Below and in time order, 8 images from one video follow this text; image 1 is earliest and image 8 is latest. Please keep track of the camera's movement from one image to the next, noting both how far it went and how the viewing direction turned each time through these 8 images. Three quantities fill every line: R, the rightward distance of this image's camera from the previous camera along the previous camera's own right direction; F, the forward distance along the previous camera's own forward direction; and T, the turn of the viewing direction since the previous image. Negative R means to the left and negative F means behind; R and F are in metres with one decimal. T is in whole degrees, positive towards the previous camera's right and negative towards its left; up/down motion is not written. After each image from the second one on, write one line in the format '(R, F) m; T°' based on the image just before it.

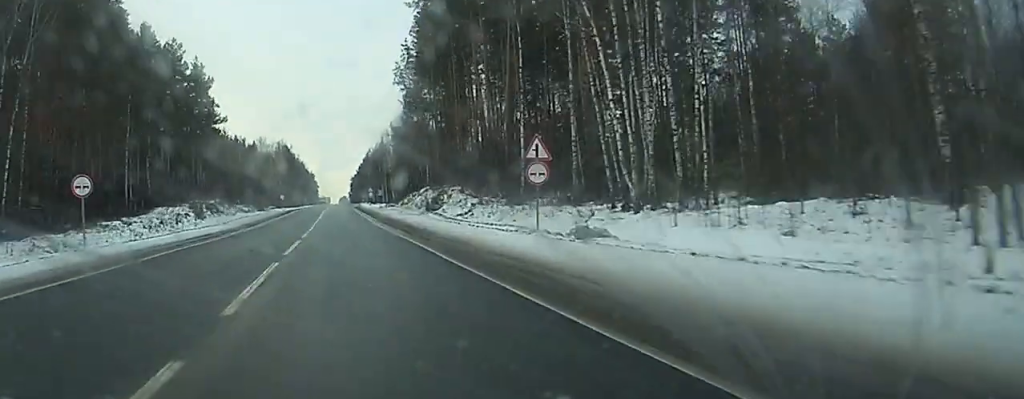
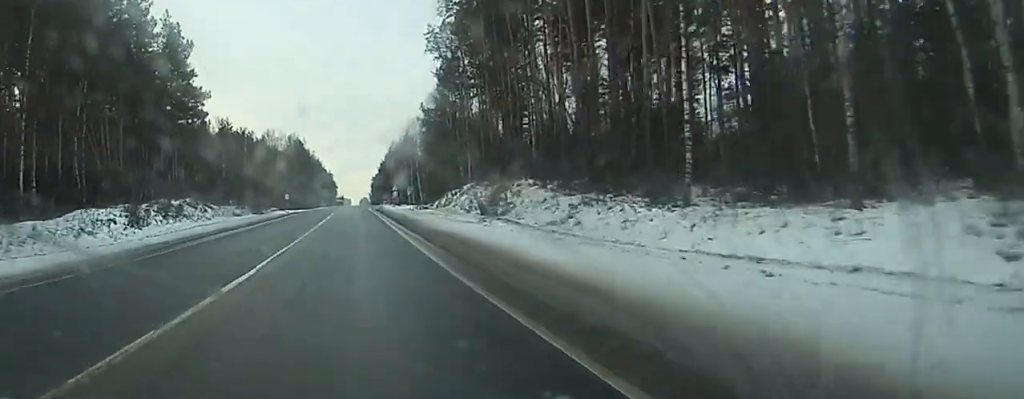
(0.0, +33.9) m; 0°
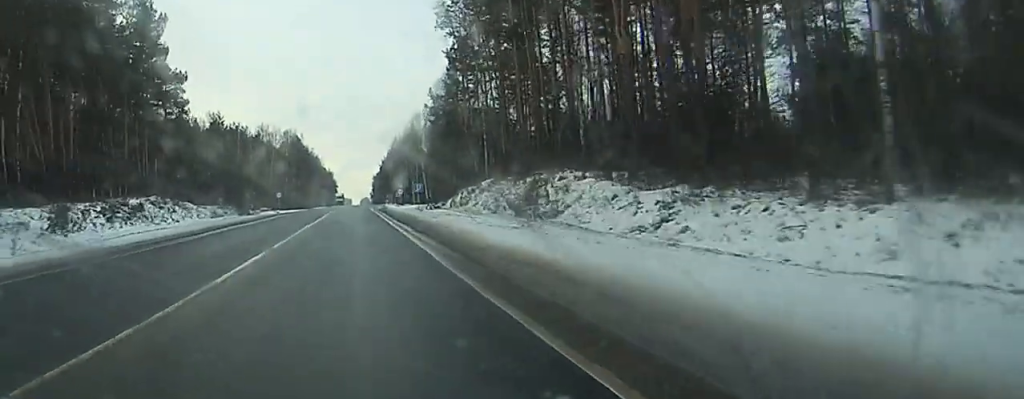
(-0.1, +15.9) m; 0°
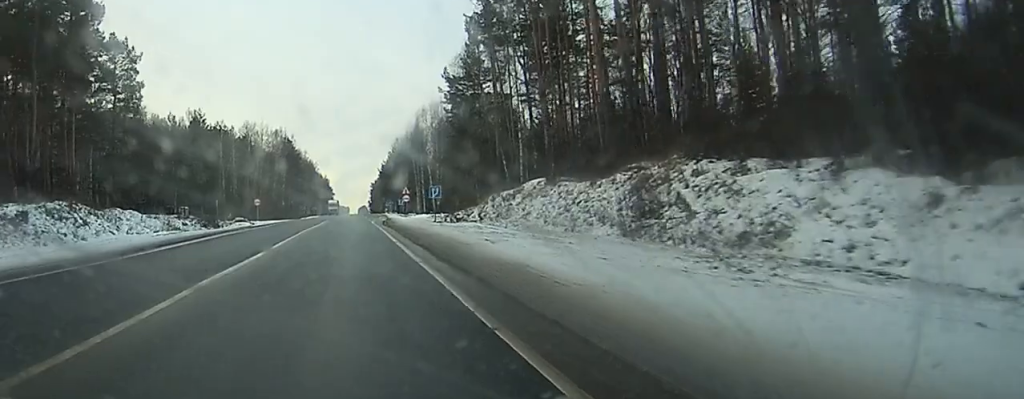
(-0.1, +25.2) m; 0°
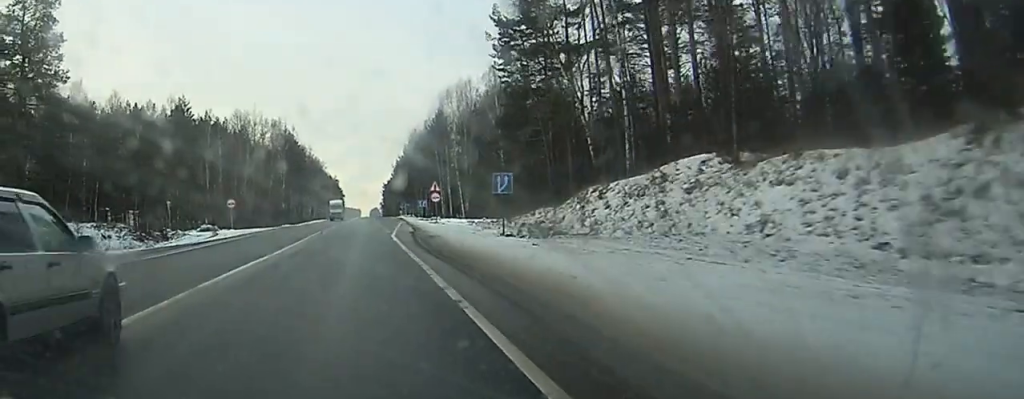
(+0.1, +31.4) m; 0°
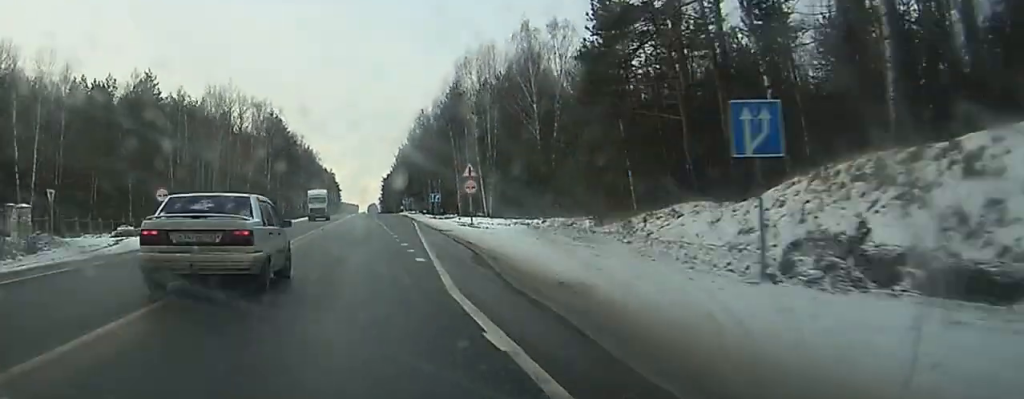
(0.0, +28.0) m; 0°
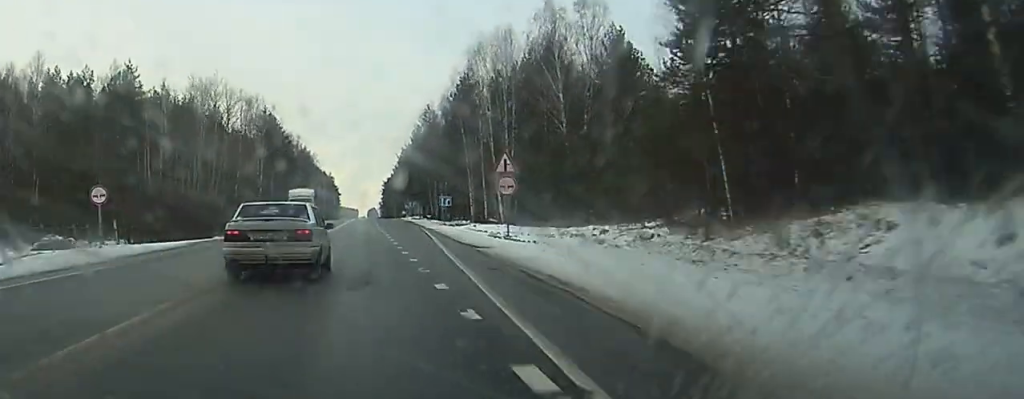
(+0.1, +13.2) m; 0°
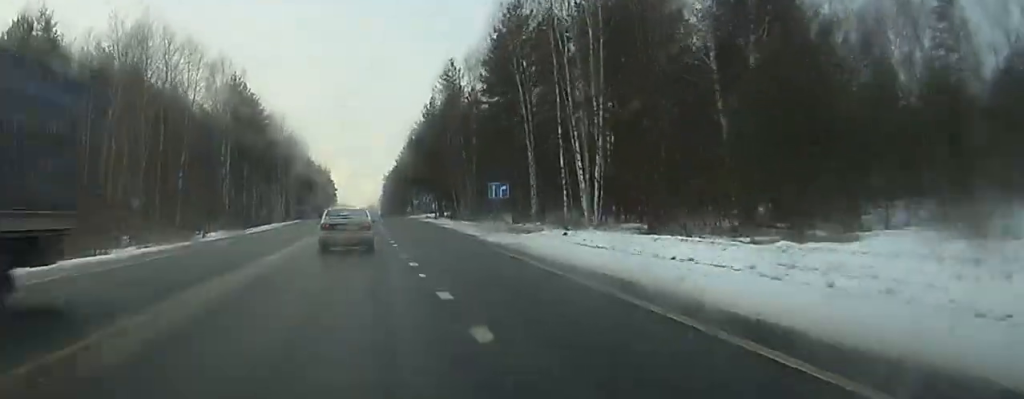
(-0.4, +36.3) m; -1°
